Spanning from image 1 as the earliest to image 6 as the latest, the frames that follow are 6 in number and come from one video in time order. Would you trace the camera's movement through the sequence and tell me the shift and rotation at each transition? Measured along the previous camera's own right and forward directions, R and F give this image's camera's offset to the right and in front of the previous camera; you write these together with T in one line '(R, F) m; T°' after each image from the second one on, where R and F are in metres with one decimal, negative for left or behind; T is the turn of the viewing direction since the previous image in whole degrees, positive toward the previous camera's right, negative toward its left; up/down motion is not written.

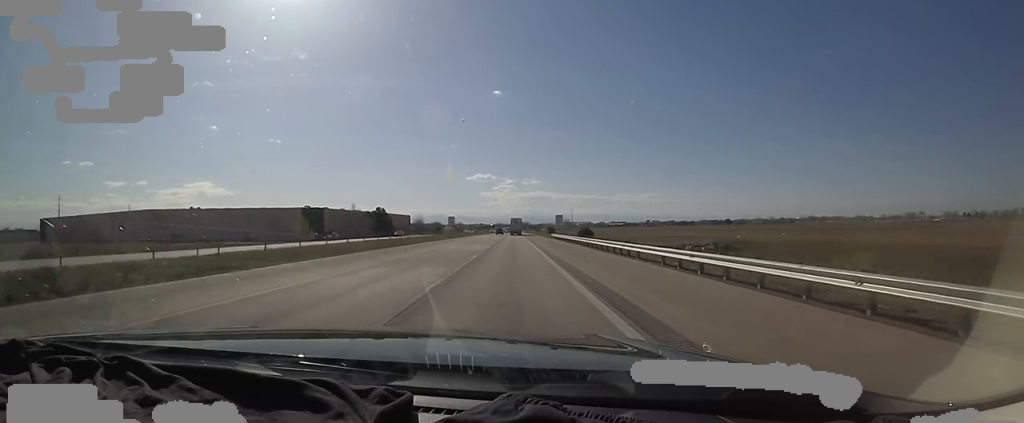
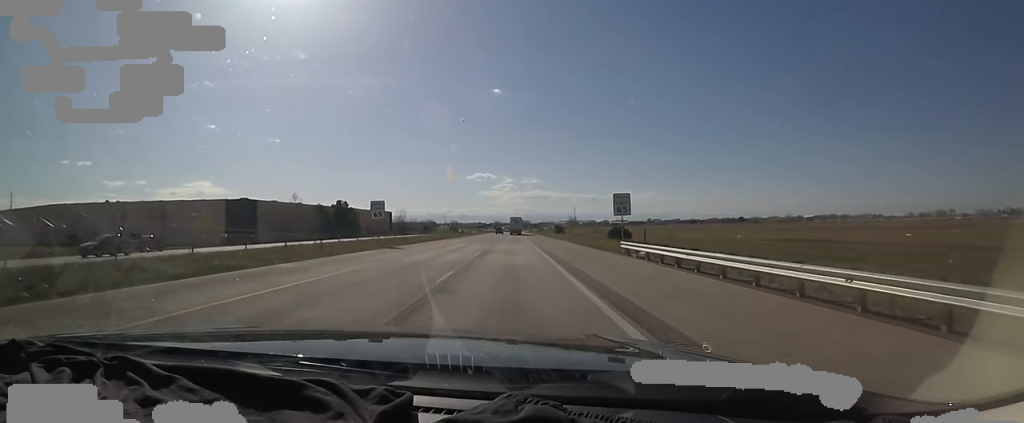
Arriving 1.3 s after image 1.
(-0.4, +44.9) m; +1°
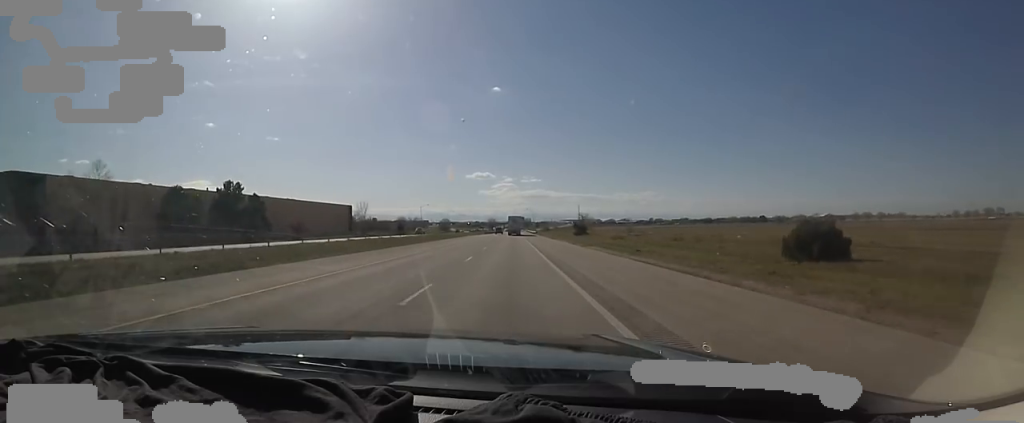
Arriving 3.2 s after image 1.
(+0.3, +62.0) m; +1°
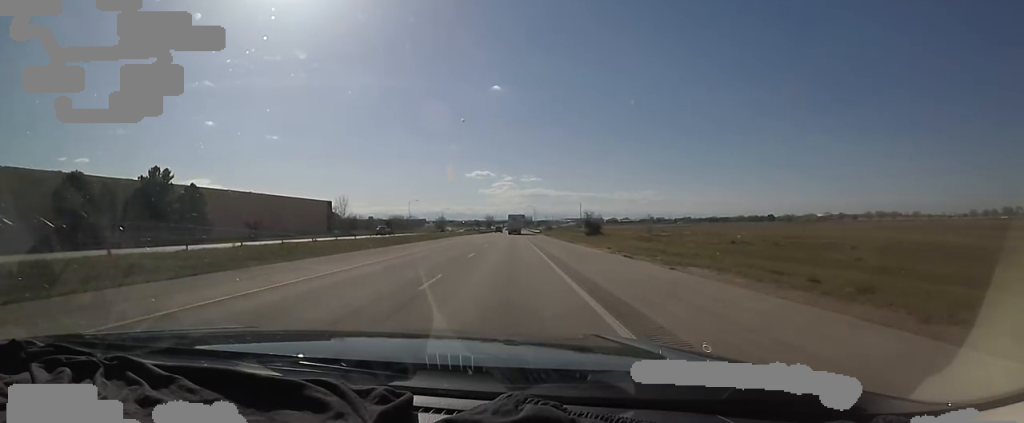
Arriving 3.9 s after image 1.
(+1.0, +22.0) m; 0°
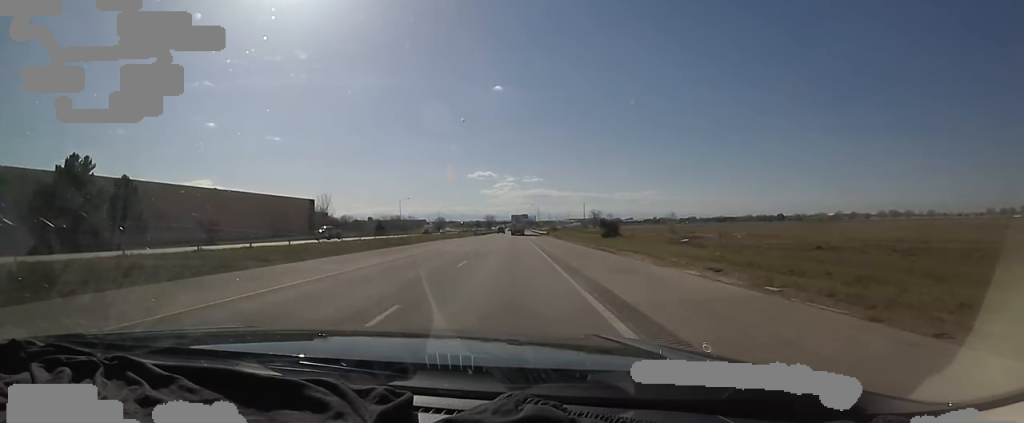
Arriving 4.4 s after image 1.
(-0.3, +17.4) m; -1°
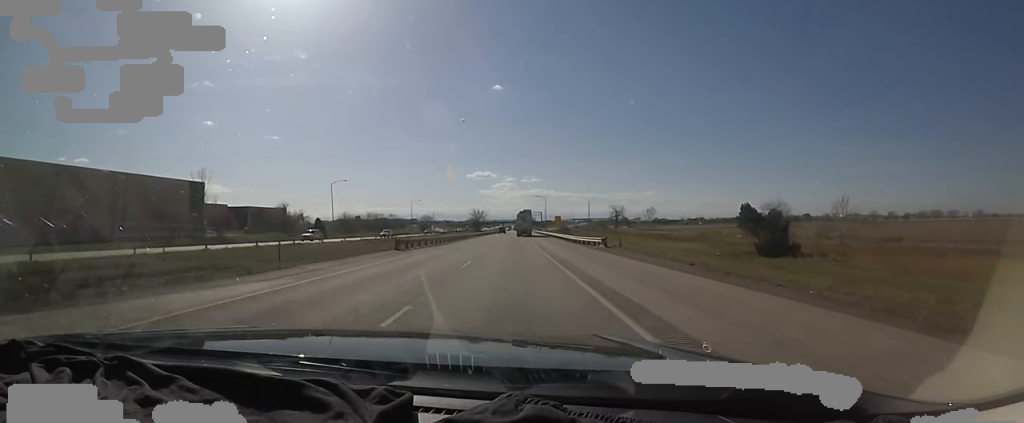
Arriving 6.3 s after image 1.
(-1.3, +60.1) m; +1°
